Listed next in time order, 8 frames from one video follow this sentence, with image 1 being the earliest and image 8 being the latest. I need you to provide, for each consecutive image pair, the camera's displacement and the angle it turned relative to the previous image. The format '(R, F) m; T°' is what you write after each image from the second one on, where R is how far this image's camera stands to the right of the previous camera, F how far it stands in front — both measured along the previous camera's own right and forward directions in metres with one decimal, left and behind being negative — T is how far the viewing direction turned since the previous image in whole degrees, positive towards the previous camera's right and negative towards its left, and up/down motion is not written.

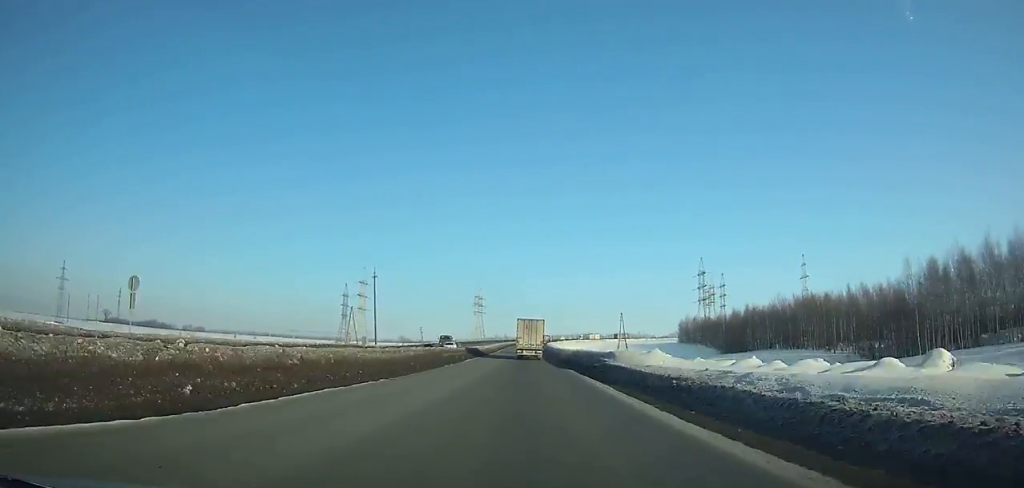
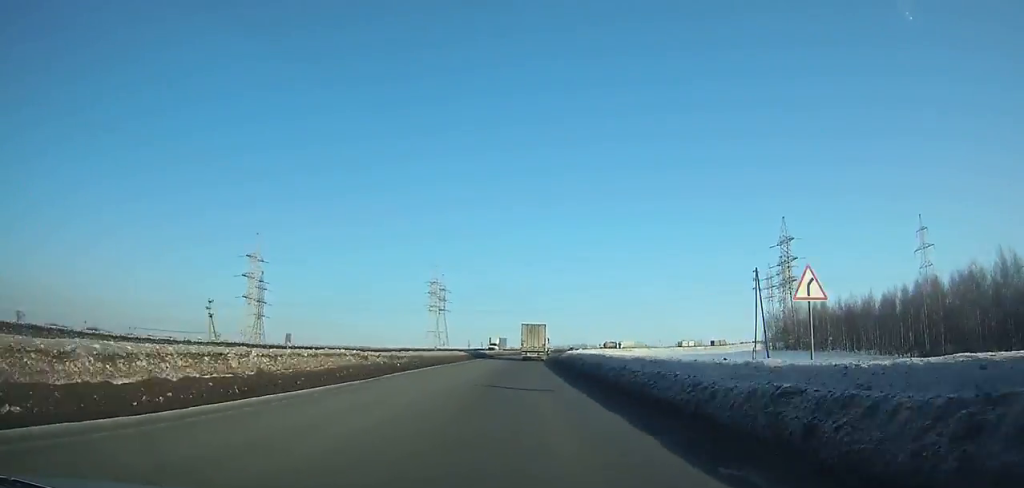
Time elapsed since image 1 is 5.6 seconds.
(+1.1, +116.4) m; +2°
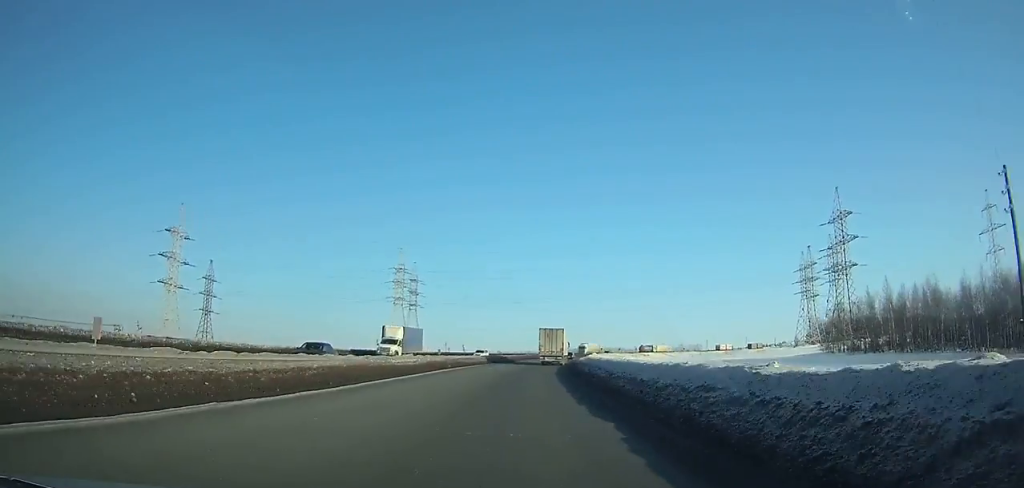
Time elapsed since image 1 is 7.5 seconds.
(+0.5, +40.5) m; +3°
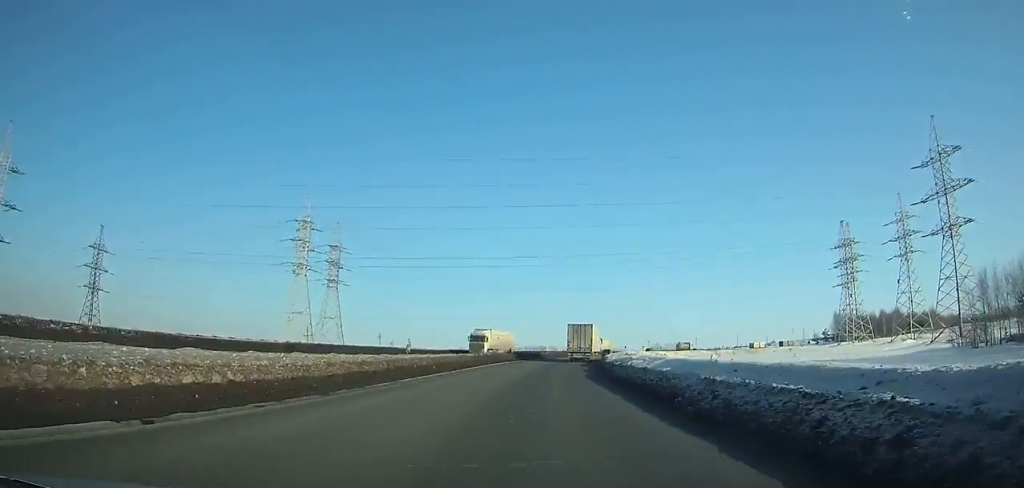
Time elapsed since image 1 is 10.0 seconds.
(+1.3, +53.5) m; +6°
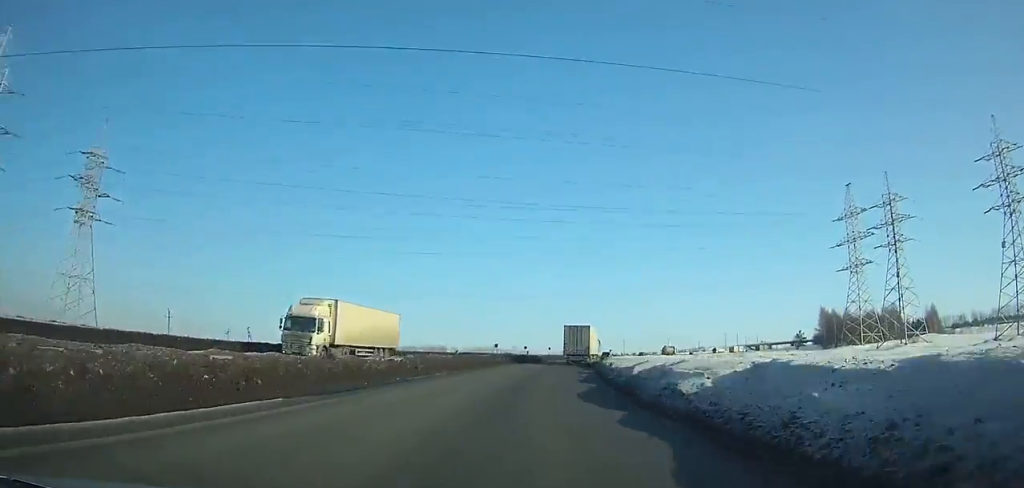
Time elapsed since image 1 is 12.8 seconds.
(+4.1, +59.7) m; +9°
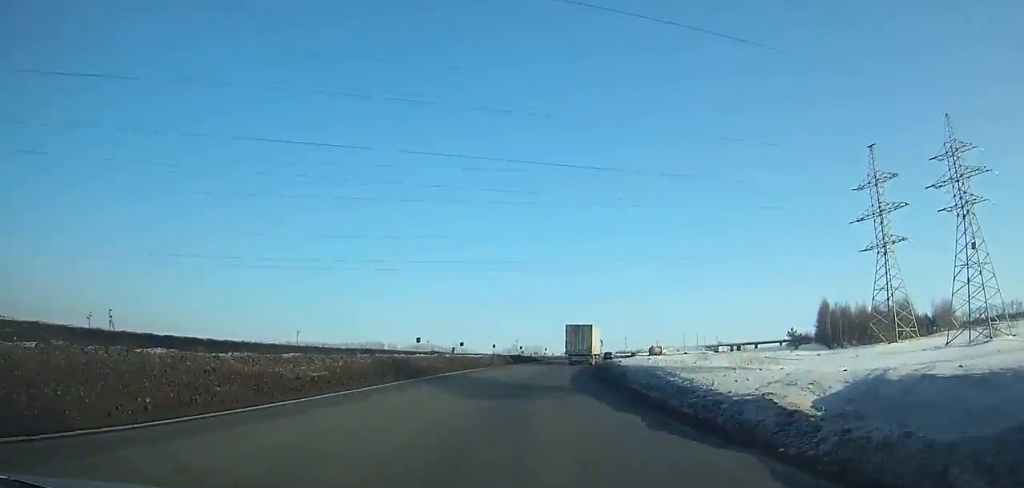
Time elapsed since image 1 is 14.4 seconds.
(+2.5, +33.8) m; +6°
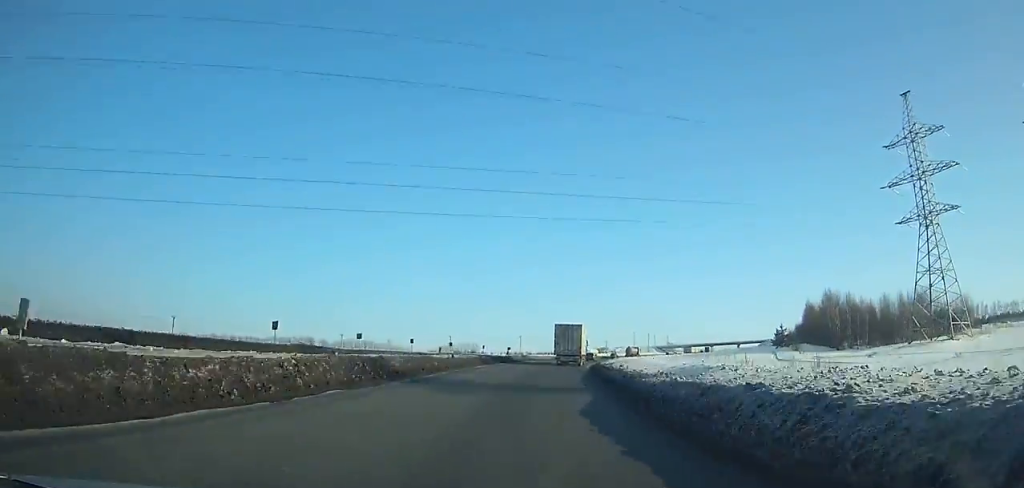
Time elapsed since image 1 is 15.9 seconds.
(+1.0, +31.4) m; +5°
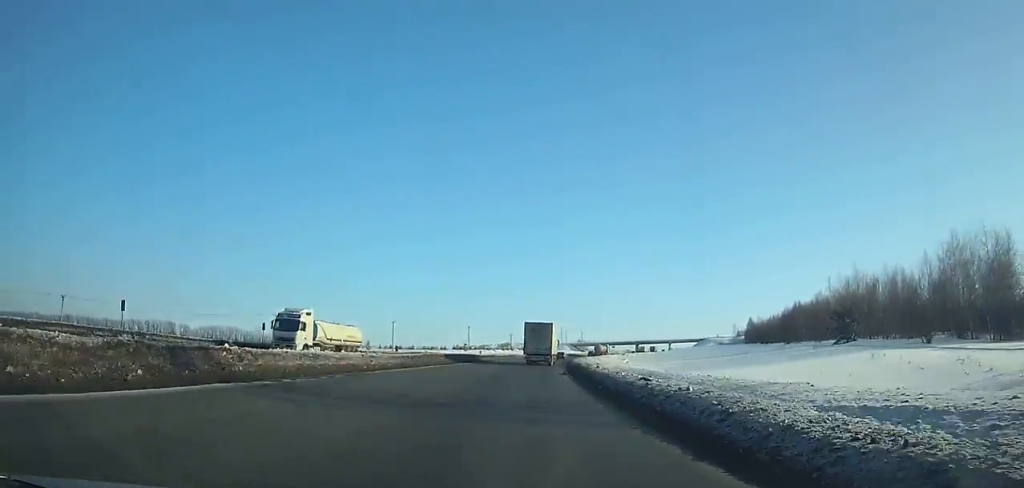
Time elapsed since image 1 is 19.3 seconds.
(+6.6, +69.8) m; +9°
